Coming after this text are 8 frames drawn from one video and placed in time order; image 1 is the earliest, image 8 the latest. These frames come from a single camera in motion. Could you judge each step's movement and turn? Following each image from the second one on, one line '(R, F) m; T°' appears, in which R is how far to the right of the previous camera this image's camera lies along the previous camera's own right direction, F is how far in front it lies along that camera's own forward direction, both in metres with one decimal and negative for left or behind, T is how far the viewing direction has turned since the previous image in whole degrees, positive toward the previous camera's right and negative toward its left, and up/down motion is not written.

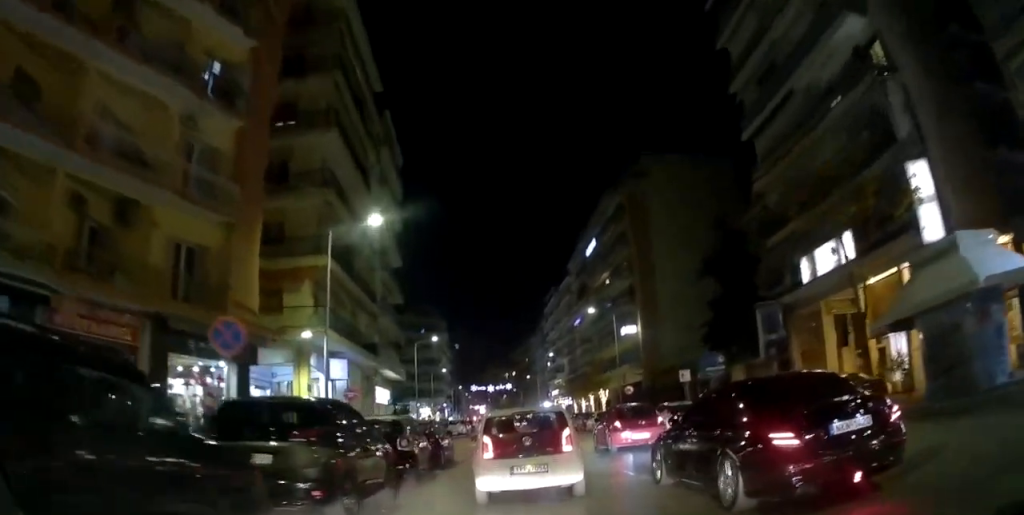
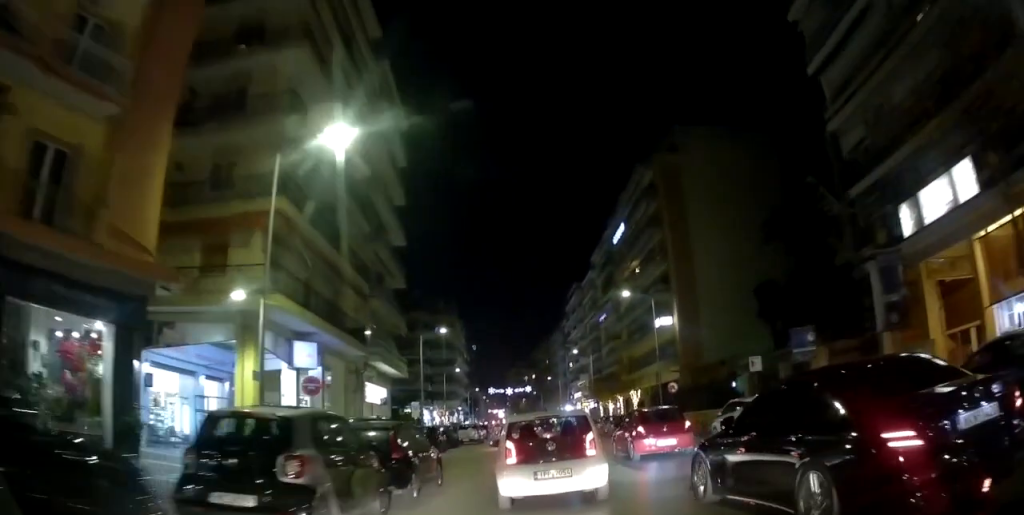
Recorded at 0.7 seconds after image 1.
(-0.4, +7.8) m; -4°
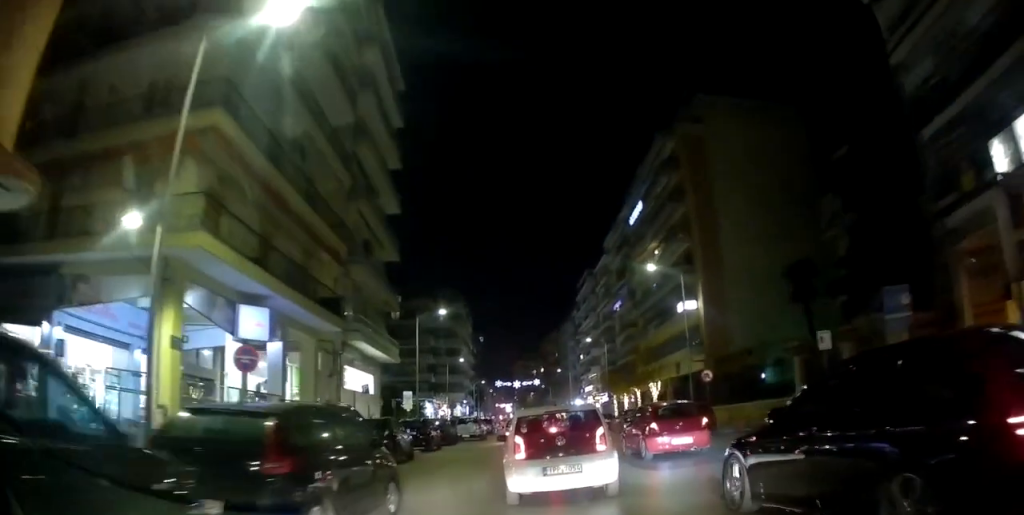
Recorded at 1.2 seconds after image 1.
(-0.1, +5.6) m; -1°
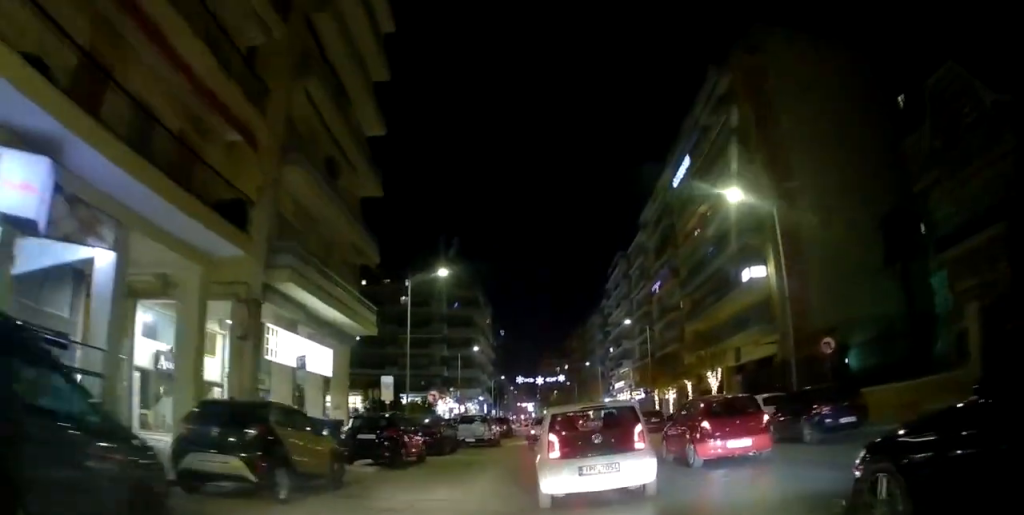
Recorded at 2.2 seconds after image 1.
(-0.1, +11.1) m; -1°
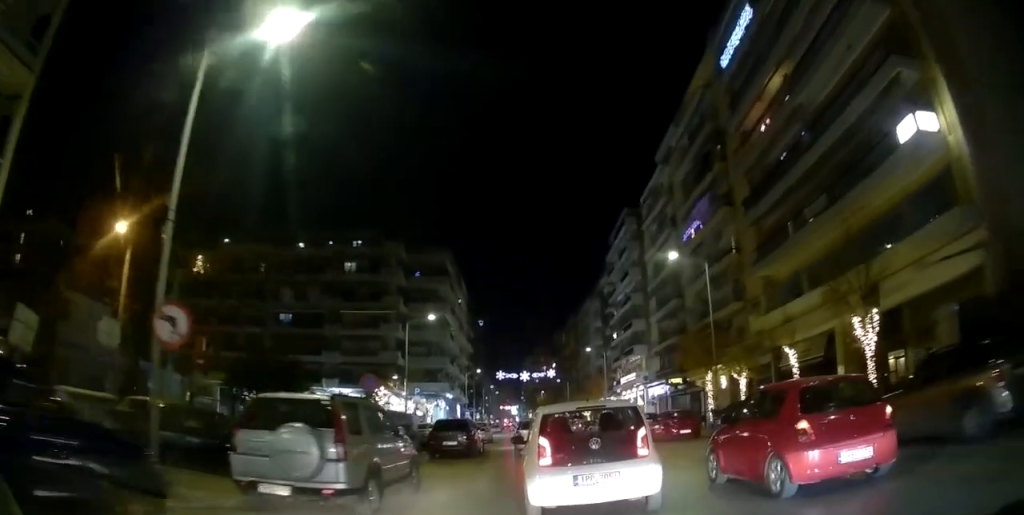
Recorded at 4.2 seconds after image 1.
(0.0, +21.8) m; -4°
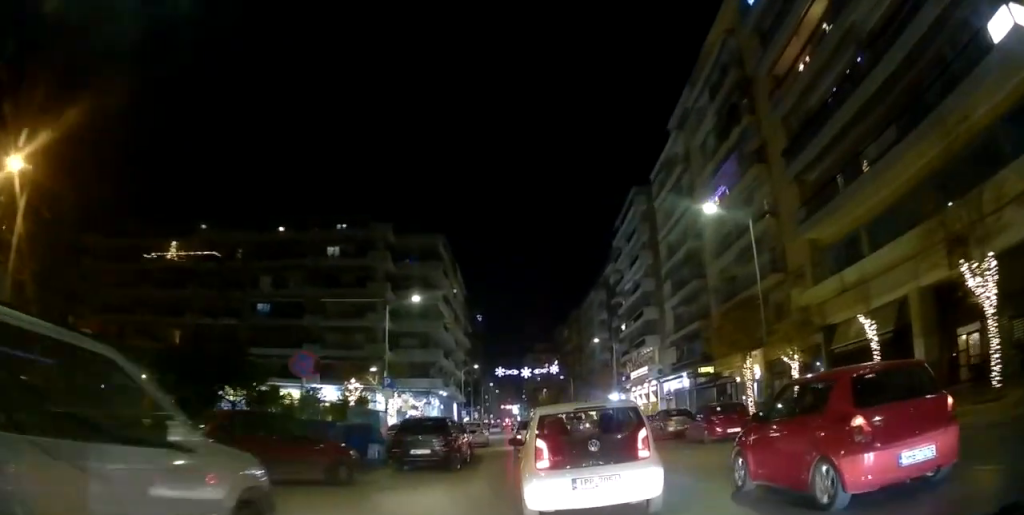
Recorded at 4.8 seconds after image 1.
(-0.2, +6.7) m; -3°
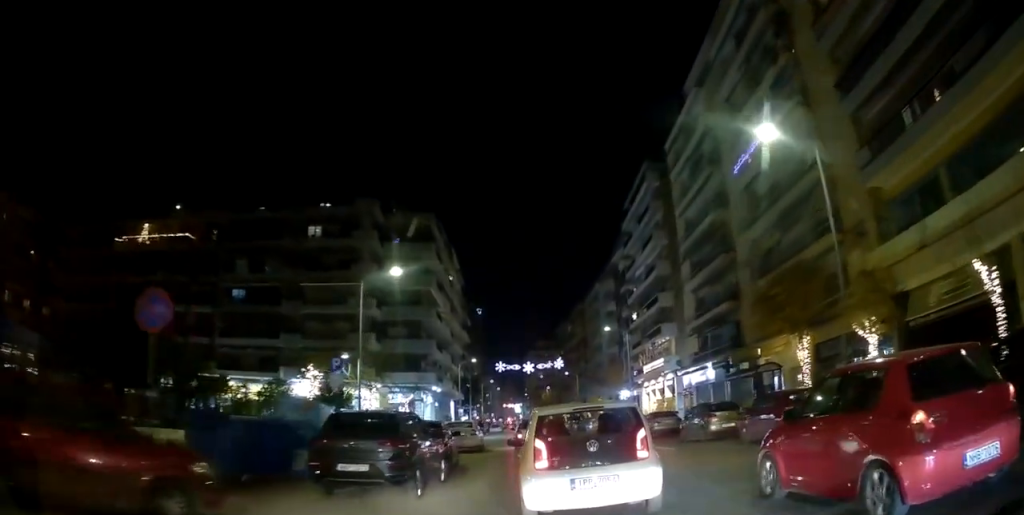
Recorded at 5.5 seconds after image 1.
(-0.6, +6.7) m; -2°
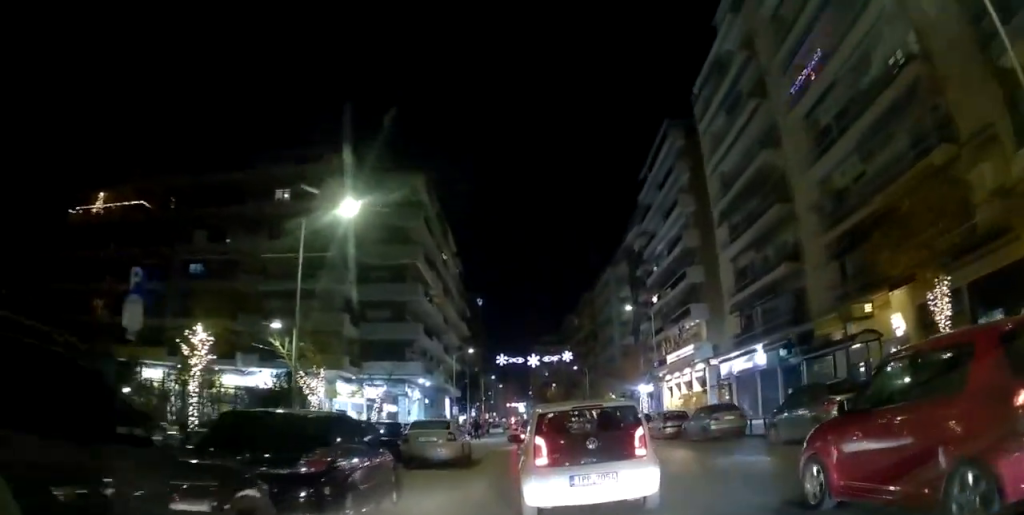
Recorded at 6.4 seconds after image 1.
(+0.5, +9.4) m; +4°
